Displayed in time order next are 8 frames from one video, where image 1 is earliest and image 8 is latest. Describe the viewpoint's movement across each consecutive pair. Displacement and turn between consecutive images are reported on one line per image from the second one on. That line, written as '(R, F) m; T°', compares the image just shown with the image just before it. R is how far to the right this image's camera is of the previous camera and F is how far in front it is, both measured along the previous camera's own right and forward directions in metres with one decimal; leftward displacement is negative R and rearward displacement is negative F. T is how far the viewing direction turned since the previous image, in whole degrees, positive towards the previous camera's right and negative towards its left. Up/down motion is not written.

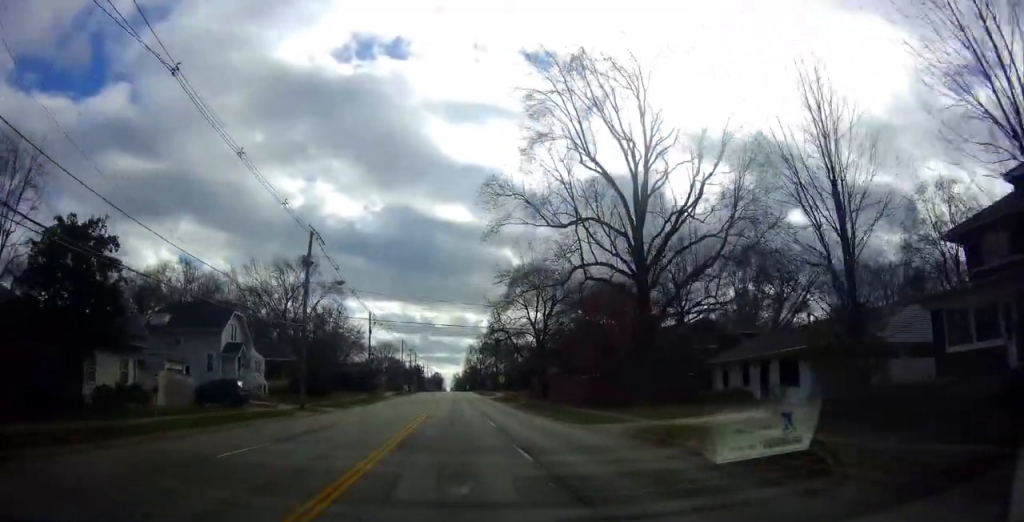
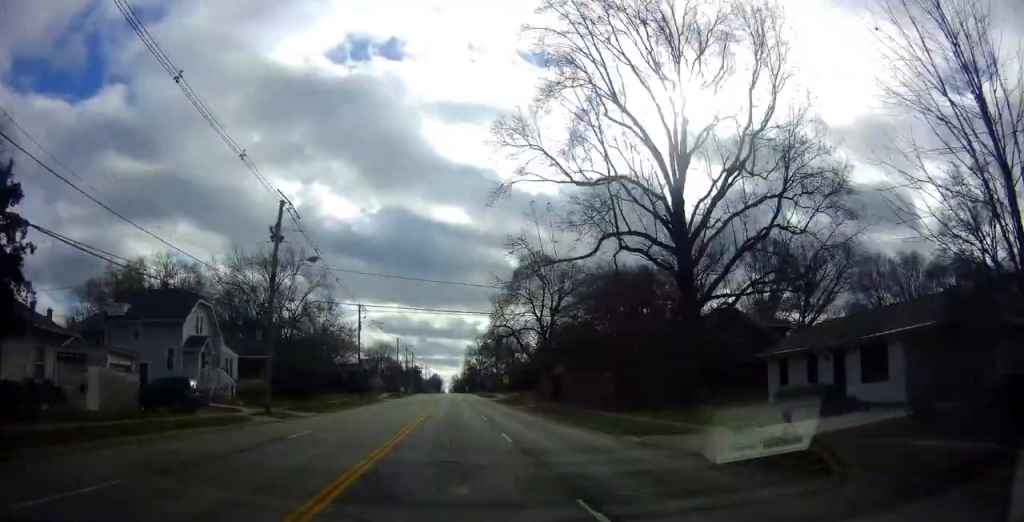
(0.0, +6.6) m; 0°
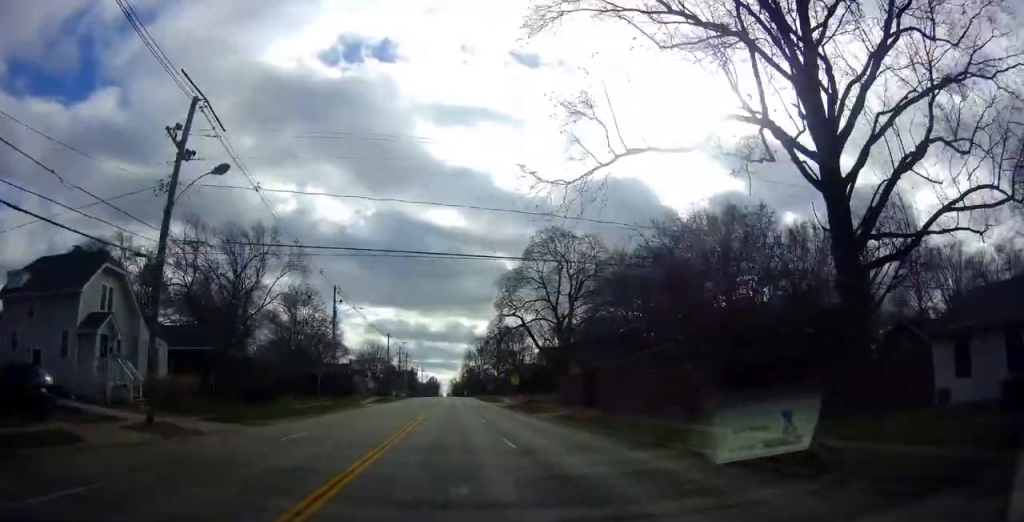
(0.0, +13.0) m; 0°
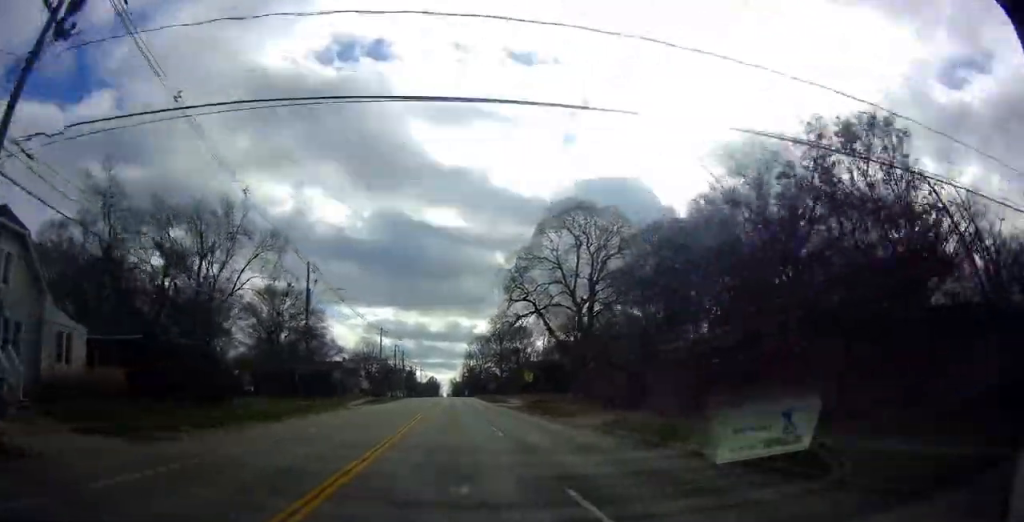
(0.0, +9.9) m; 0°
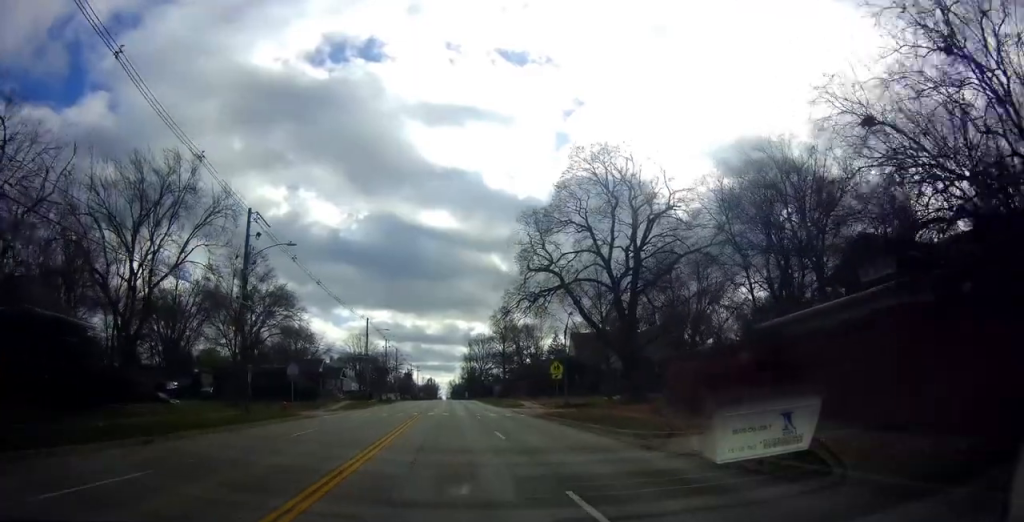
(0.0, +13.1) m; 0°
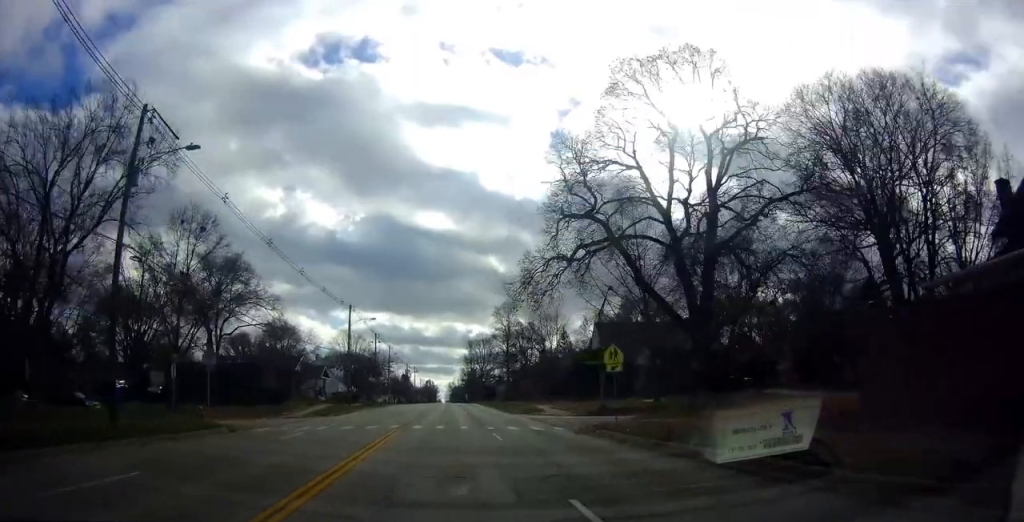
(0.0, +12.5) m; 0°
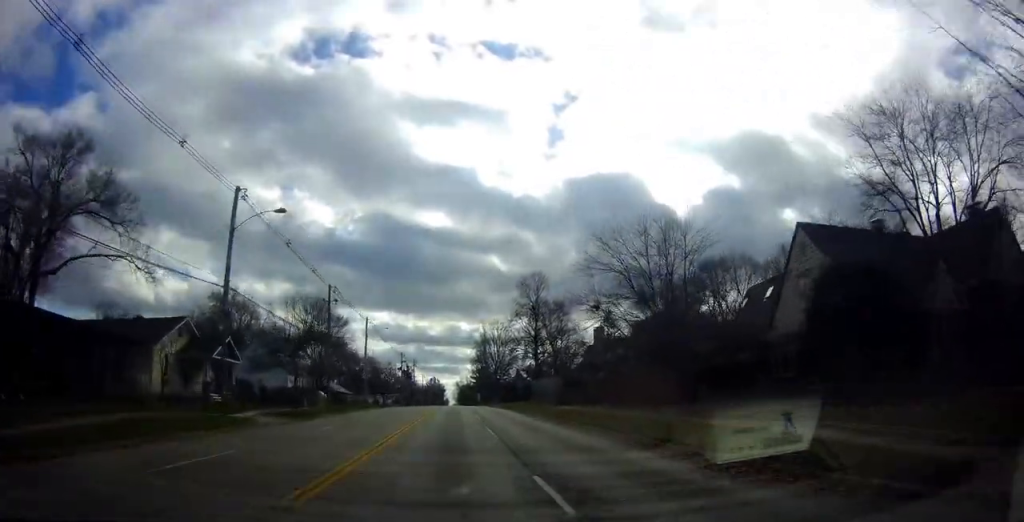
(0.0, +37.5) m; 0°
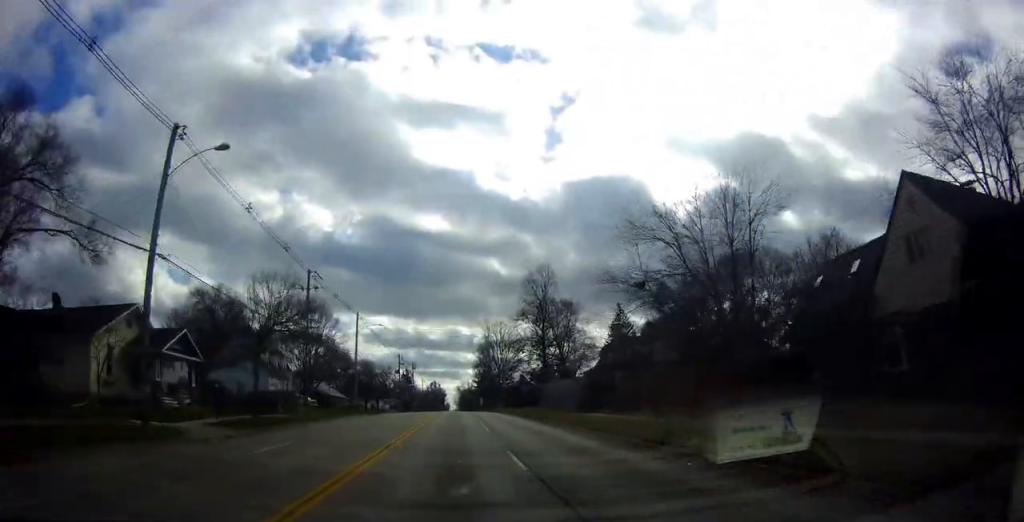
(0.0, +7.2) m; 0°
